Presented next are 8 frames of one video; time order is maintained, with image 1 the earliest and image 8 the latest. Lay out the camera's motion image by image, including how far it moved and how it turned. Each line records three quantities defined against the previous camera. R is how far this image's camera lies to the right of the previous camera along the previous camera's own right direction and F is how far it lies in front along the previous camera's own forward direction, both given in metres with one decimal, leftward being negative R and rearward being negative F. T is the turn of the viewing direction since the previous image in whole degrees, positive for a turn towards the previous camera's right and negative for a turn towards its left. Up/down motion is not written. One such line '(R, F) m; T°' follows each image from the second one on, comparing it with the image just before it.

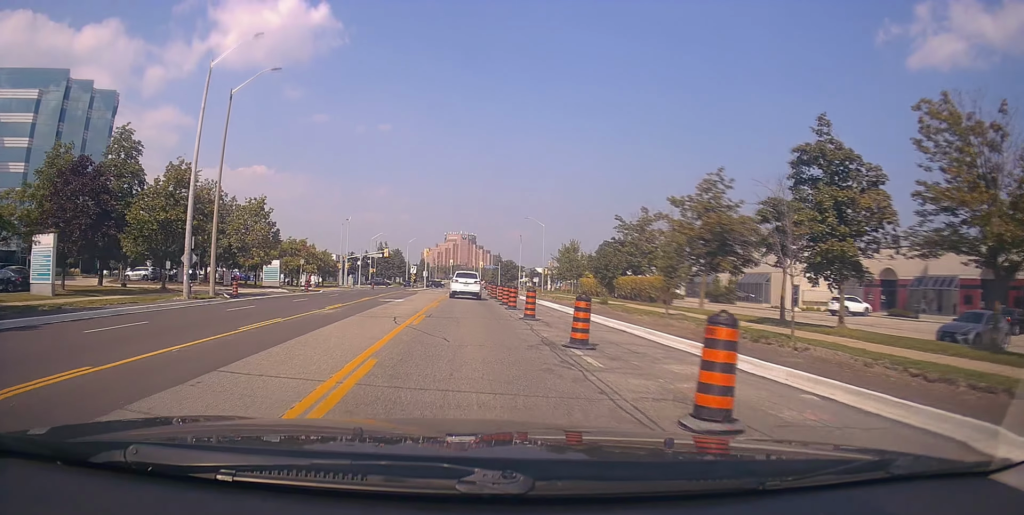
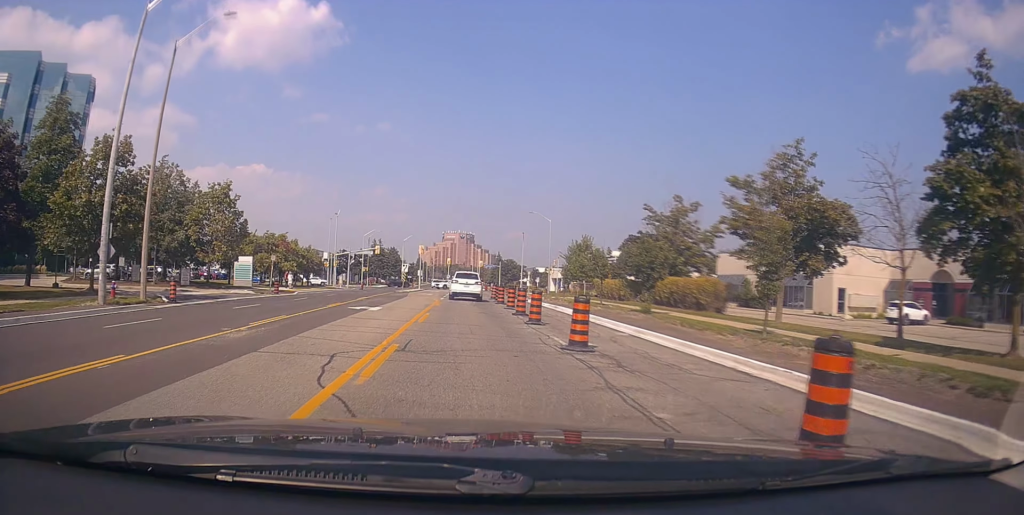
(+0.1, +8.3) m; 0°
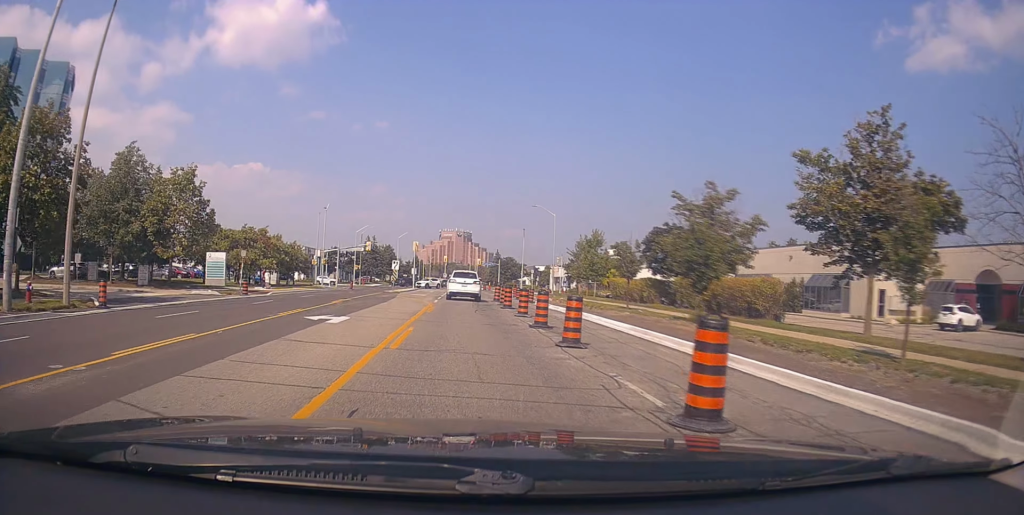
(+0.1, +6.4) m; -1°
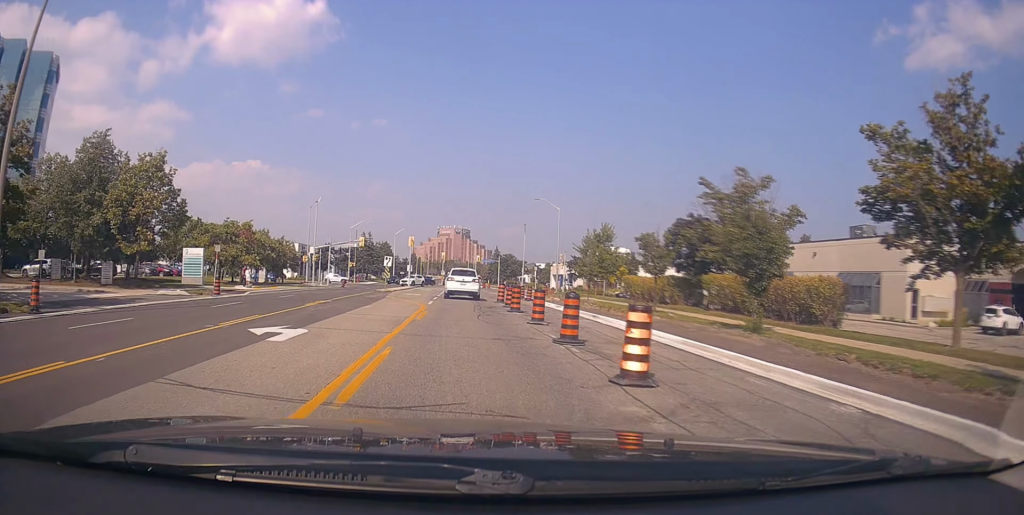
(-0.1, +4.6) m; 0°
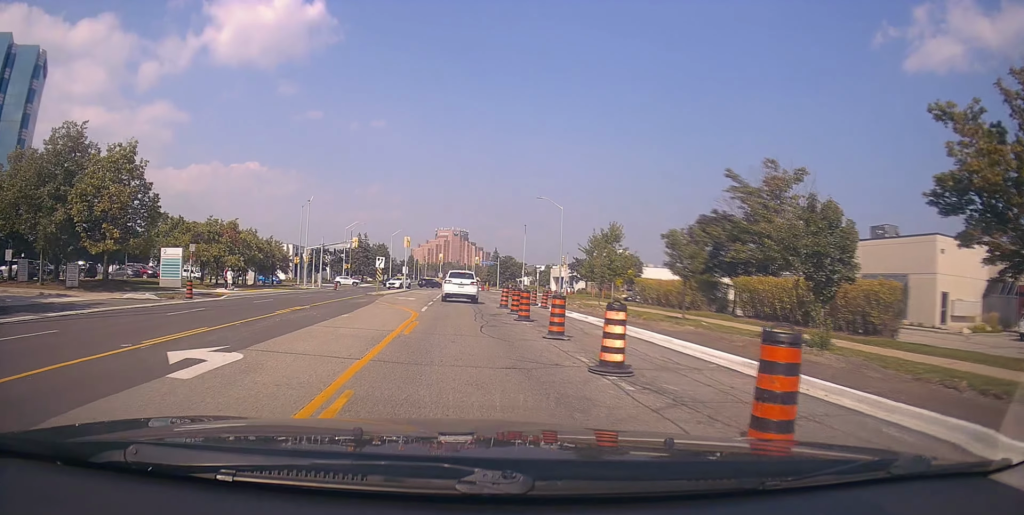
(-0.1, +3.8) m; 0°
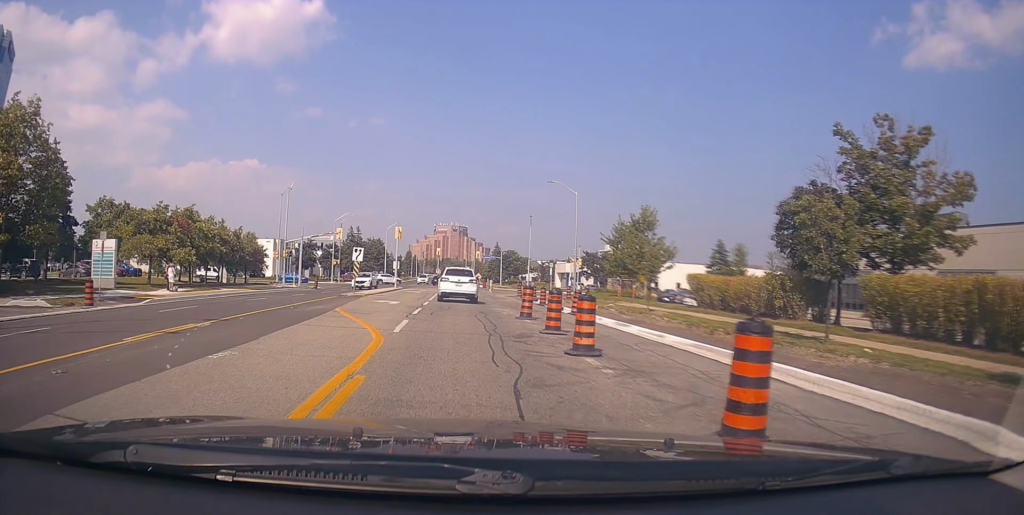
(+0.2, +9.9) m; +4°
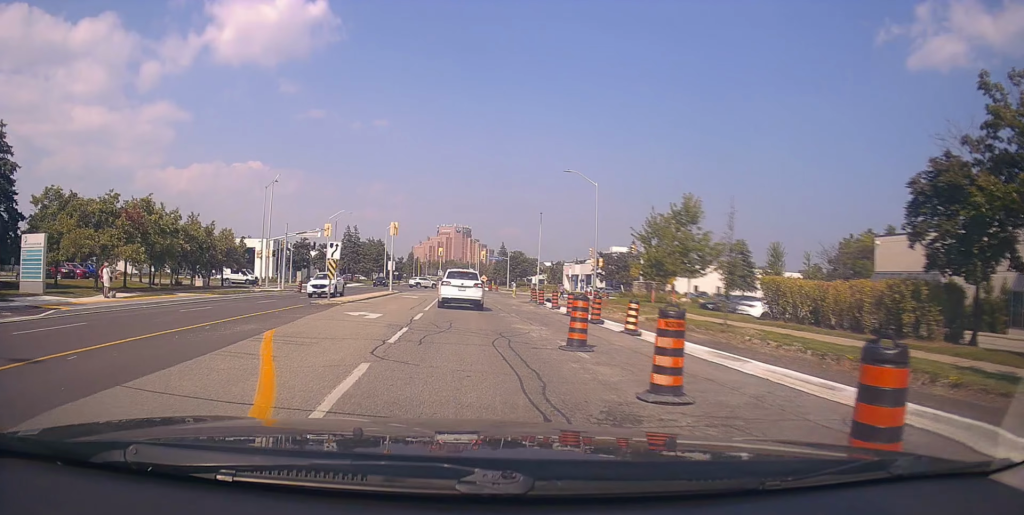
(+0.4, +7.9) m; -1°
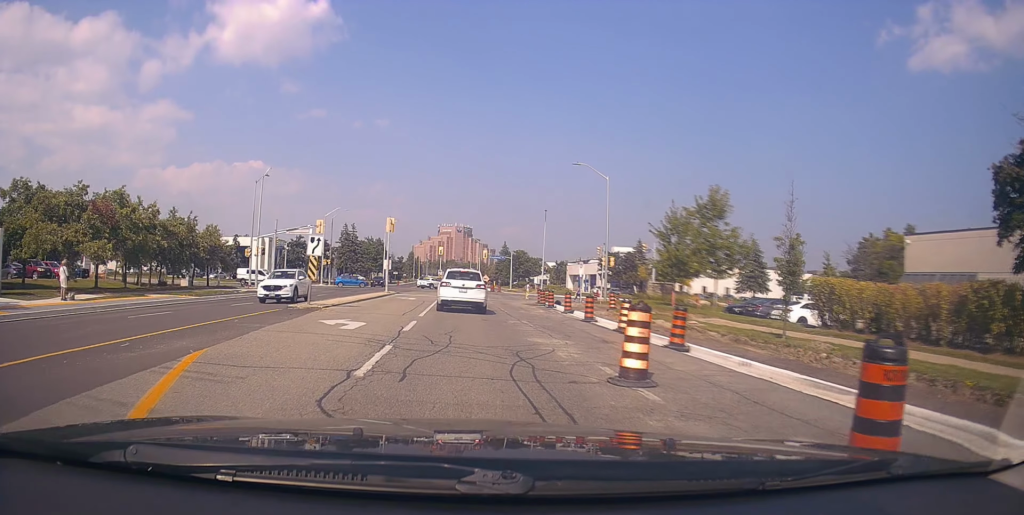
(-0.2, +3.7) m; -2°
